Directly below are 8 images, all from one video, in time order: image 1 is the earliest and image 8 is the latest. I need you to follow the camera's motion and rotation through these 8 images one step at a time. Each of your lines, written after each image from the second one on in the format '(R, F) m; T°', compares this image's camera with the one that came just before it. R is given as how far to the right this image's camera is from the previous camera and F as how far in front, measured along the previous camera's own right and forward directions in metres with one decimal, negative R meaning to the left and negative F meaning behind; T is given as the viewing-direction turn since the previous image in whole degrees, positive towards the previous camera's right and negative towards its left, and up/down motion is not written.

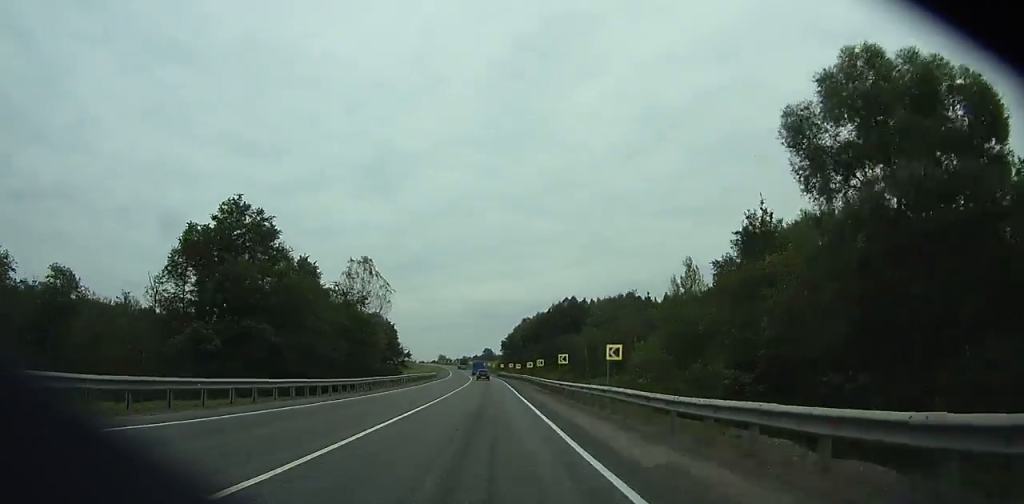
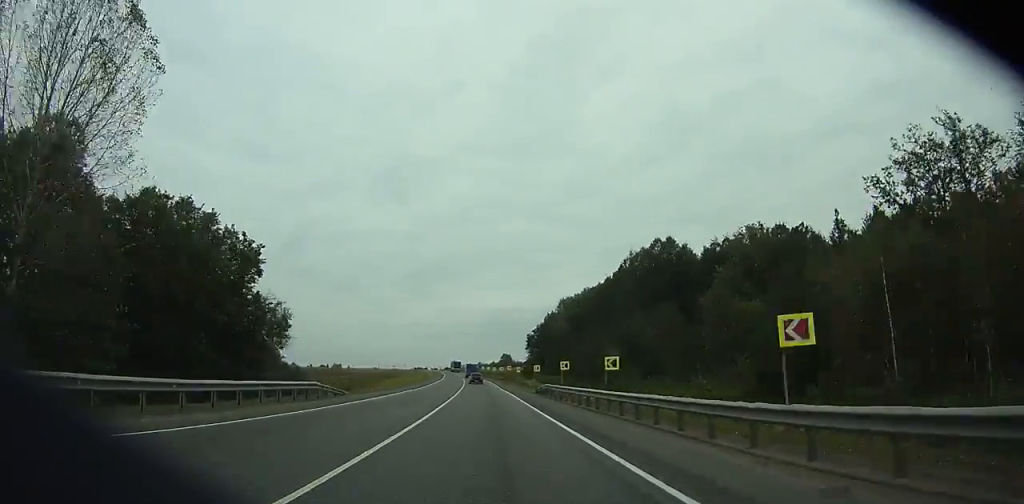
(-0.7, +75.3) m; -1°
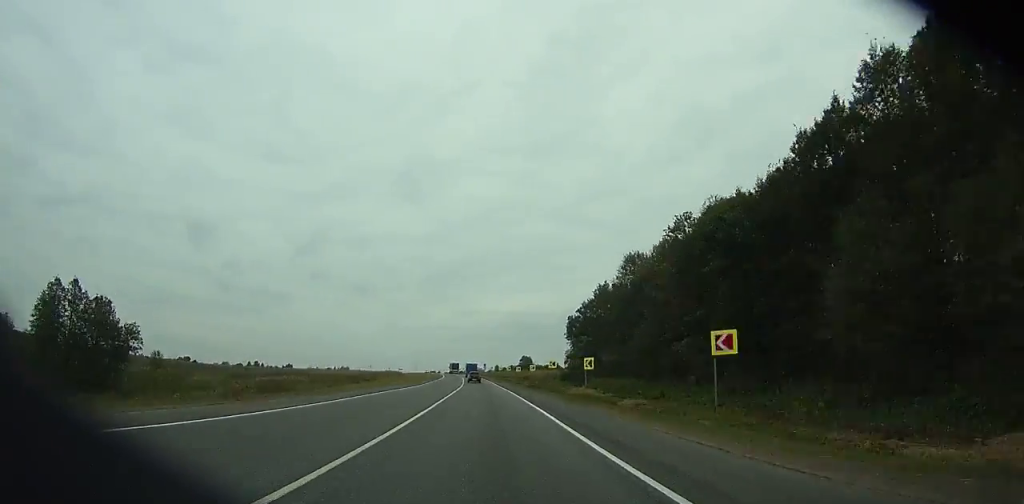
(-0.5, +53.6) m; -1°
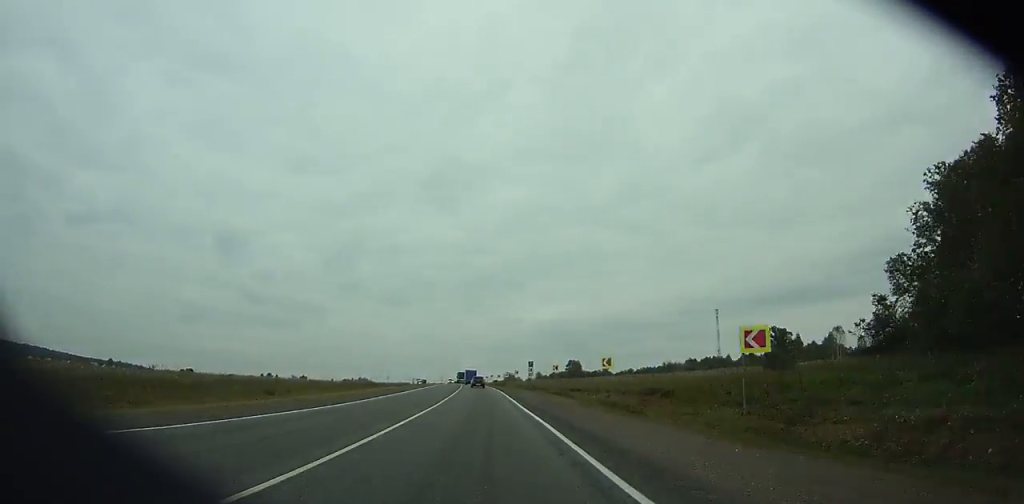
(-2.7, +99.6) m; -3°
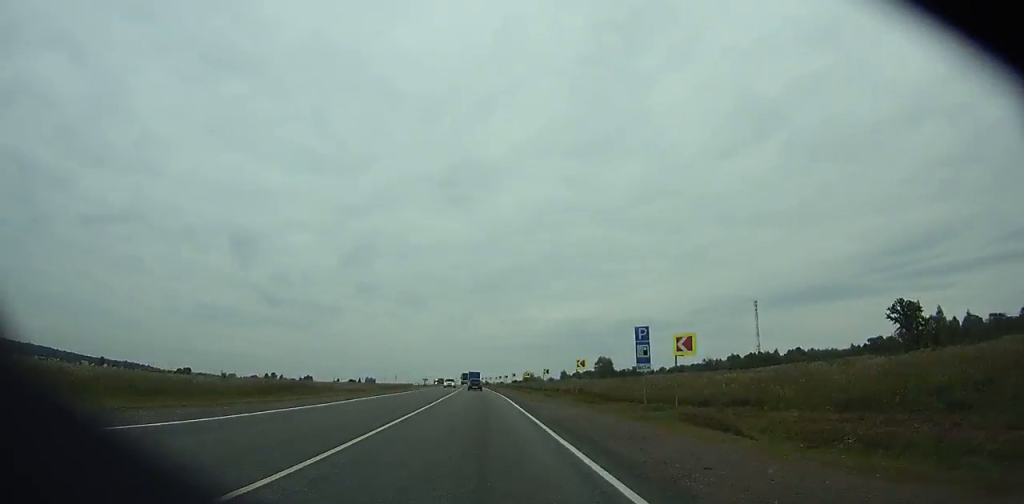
(-0.8, +55.3) m; -2°
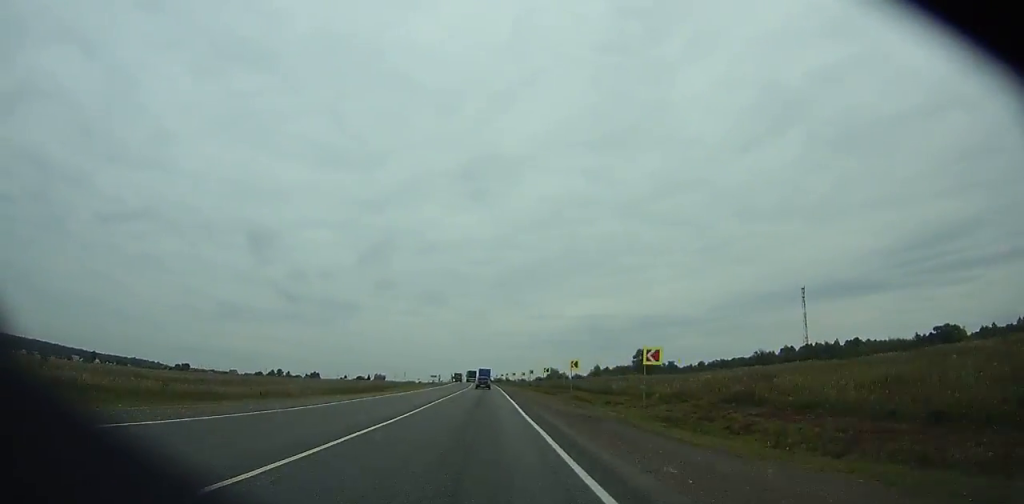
(-0.9, +56.6) m; -2°
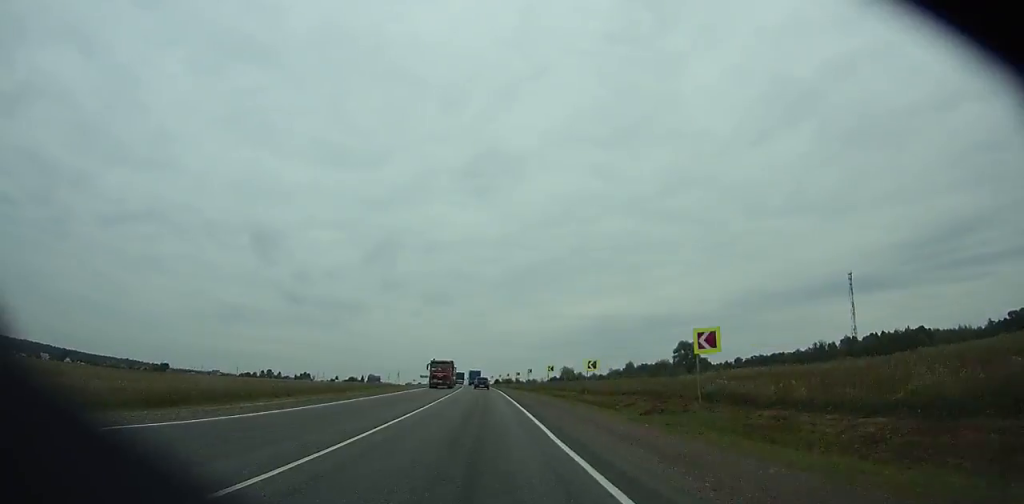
(-1.1, +64.7) m; -2°
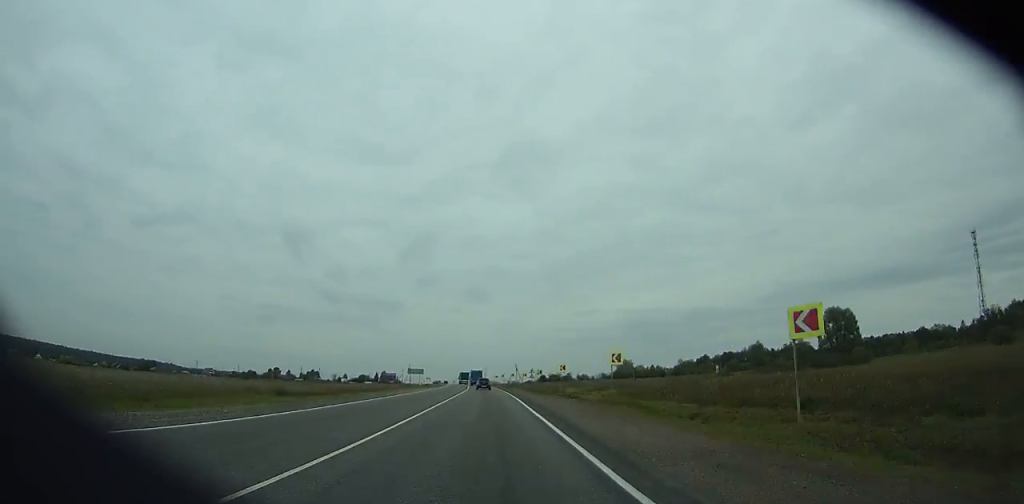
(-2.5, +103.1) m; -3°
